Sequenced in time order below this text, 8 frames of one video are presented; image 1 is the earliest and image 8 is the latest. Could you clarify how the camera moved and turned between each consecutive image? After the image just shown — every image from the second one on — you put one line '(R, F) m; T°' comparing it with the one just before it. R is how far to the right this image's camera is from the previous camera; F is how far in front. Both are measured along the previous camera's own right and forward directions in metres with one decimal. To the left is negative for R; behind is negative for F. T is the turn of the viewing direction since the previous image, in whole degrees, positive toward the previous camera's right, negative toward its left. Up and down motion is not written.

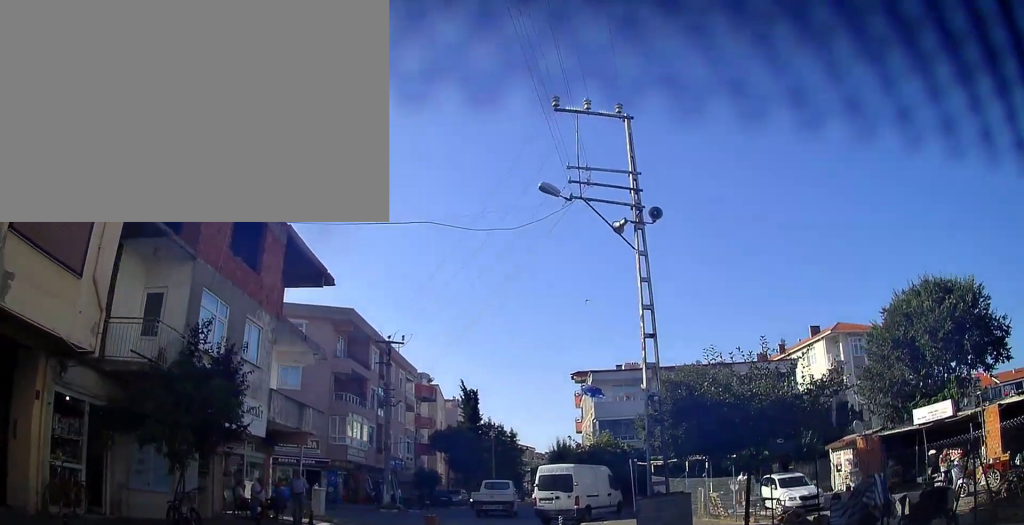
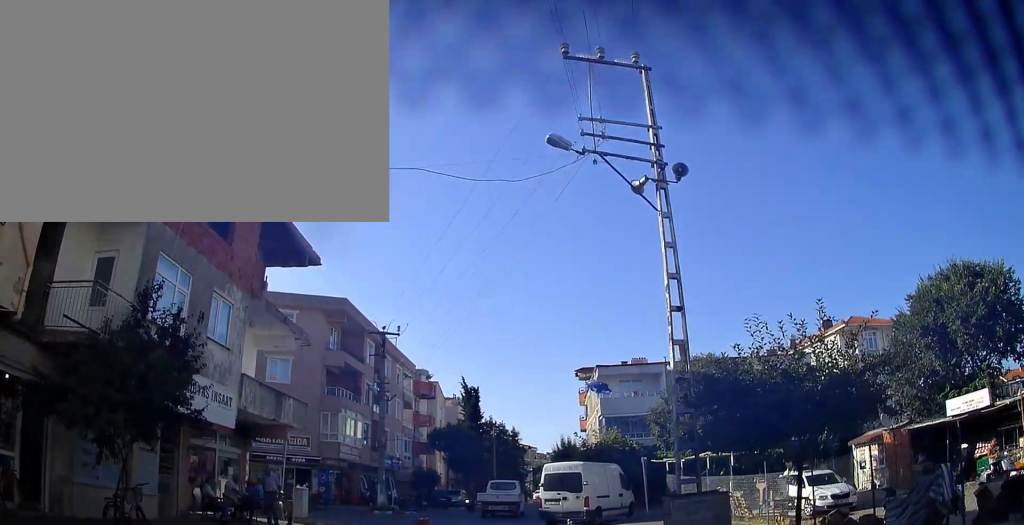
(+0.1, +2.2) m; 0°
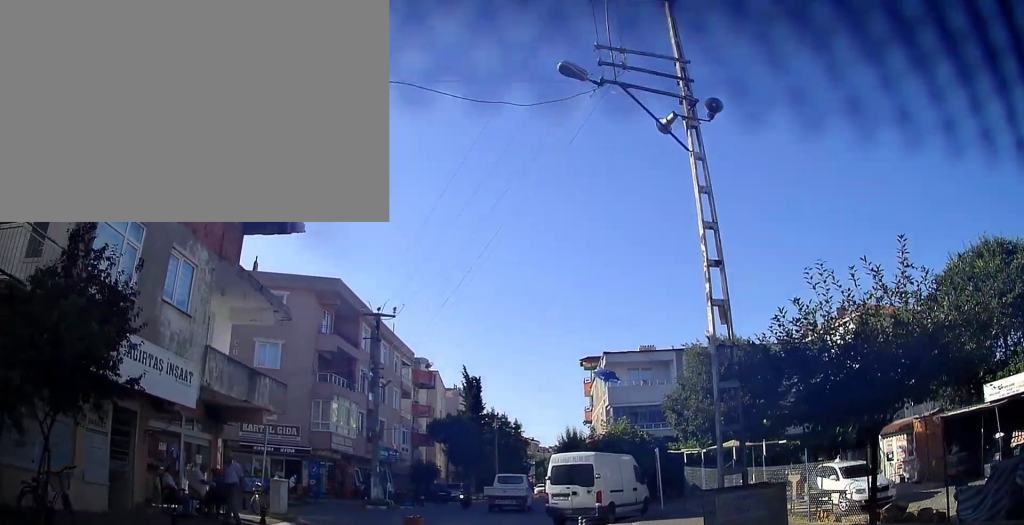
(0.0, +2.2) m; 0°
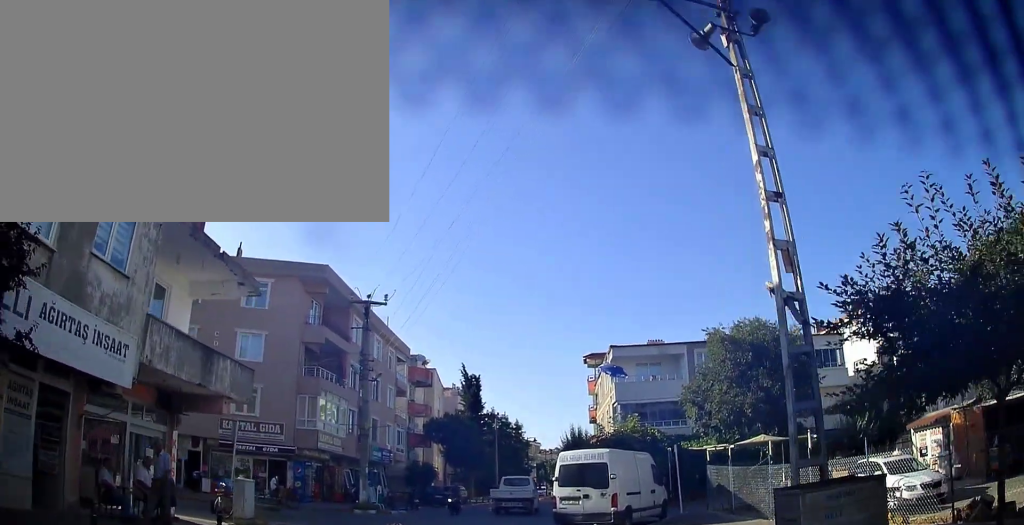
(-0.1, +2.7) m; 0°
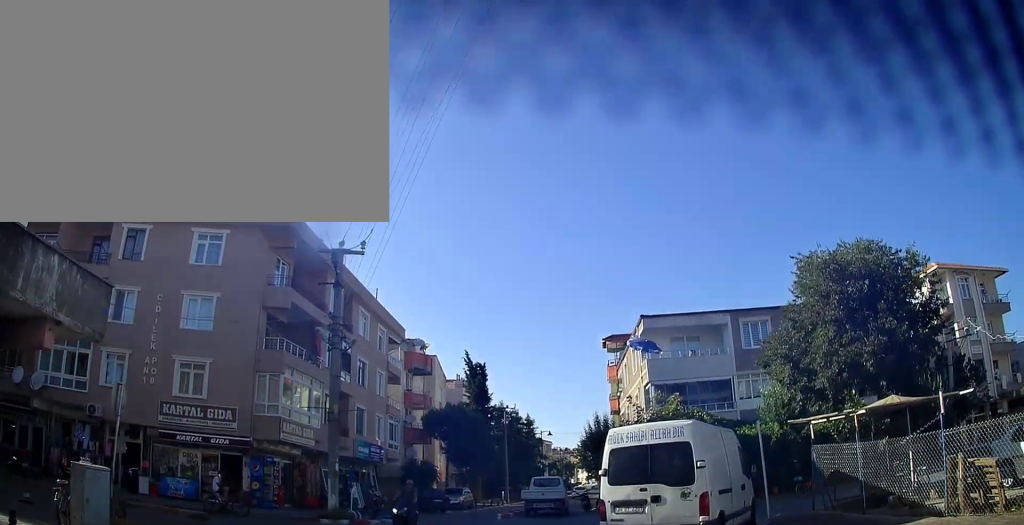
(+0.1, +7.3) m; +2°
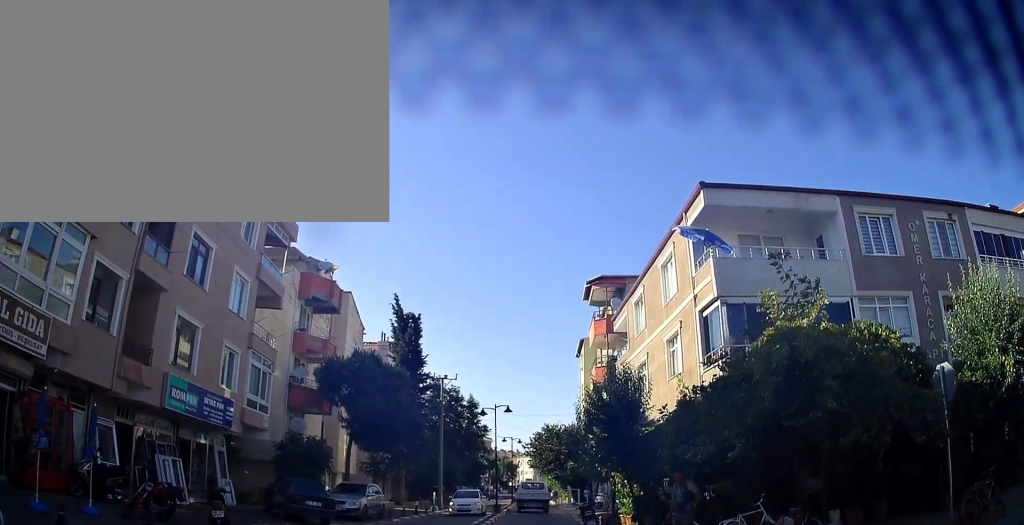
(-0.4, +16.7) m; +5°
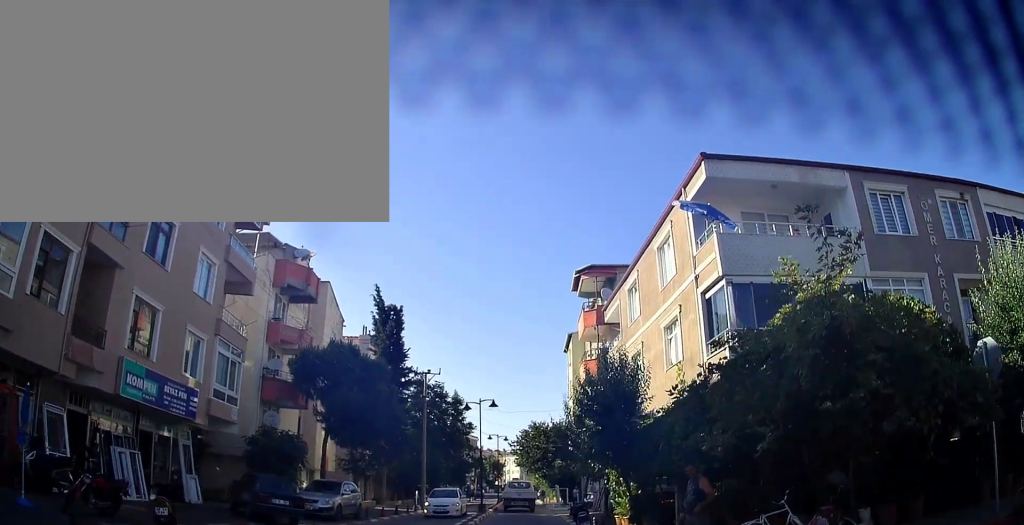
(0.0, +1.7) m; +1°
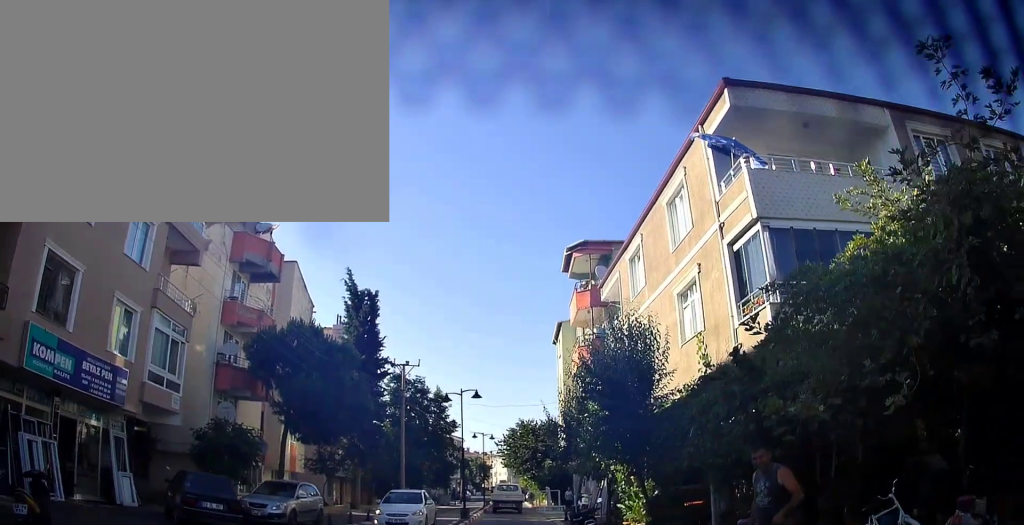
(+0.1, +3.6) m; -1°
